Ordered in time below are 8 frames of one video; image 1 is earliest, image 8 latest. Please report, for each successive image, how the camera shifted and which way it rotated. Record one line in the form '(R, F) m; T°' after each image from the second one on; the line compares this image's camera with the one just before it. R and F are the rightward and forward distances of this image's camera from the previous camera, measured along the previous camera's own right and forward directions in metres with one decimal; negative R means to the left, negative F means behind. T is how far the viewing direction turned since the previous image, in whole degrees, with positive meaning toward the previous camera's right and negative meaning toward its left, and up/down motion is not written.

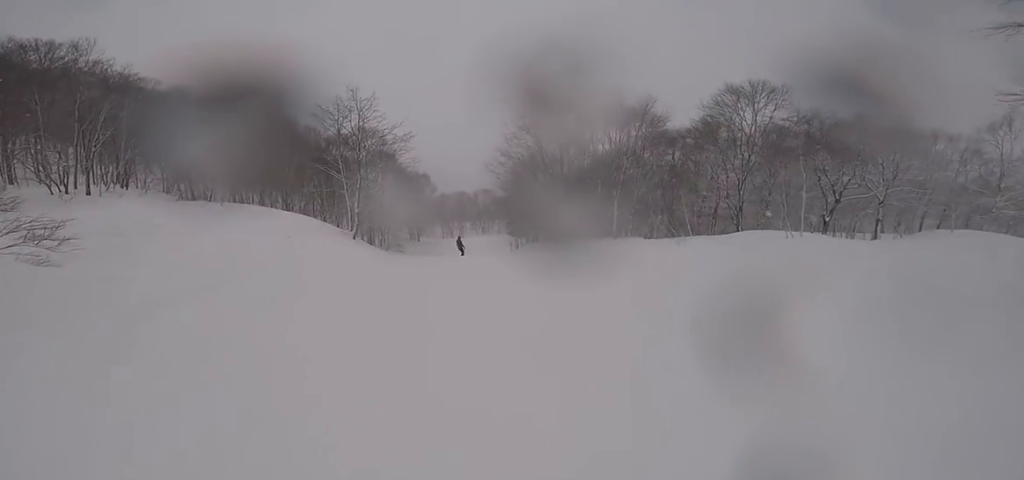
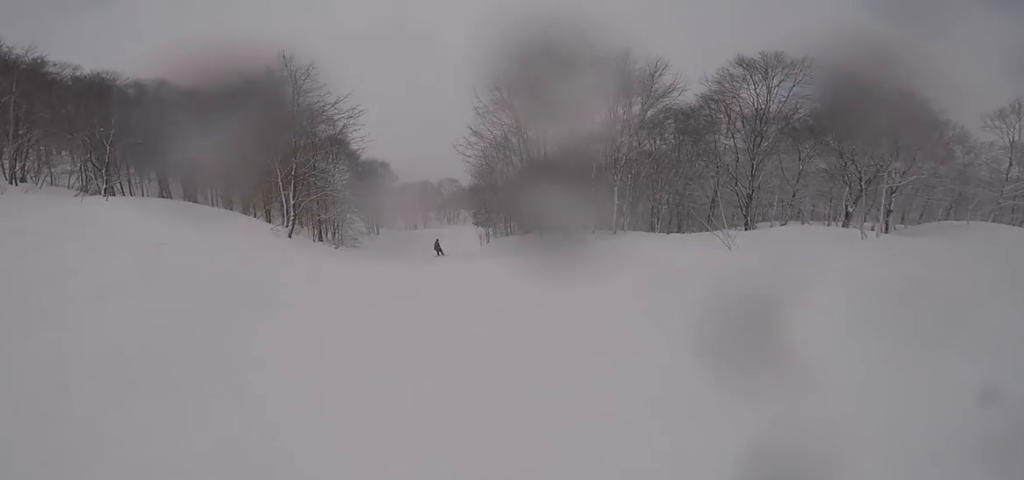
(+0.1, +5.3) m; +7°
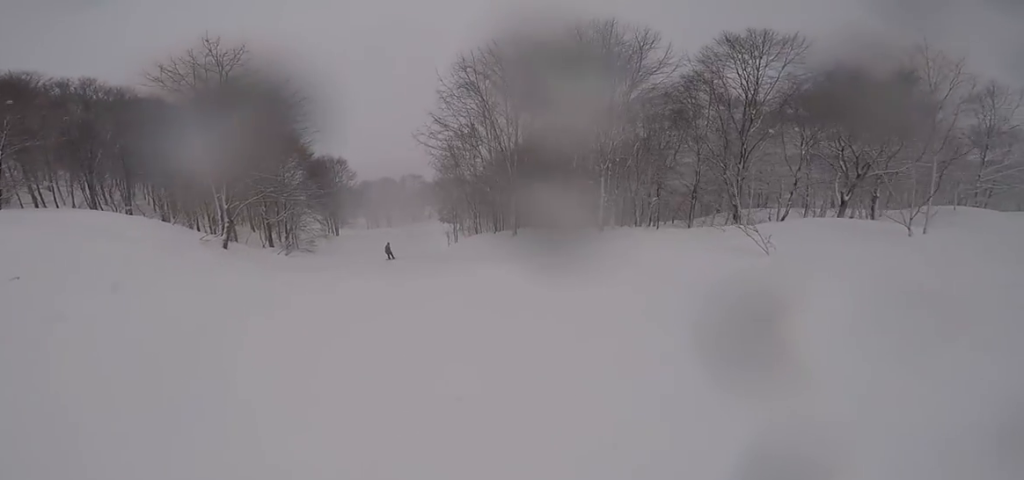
(+0.3, +2.7) m; +1°
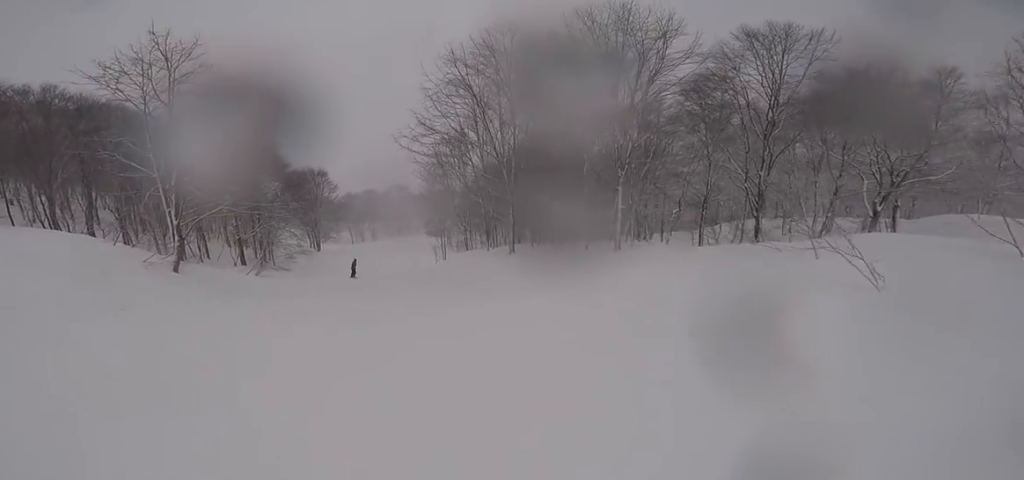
(+0.3, +2.6) m; -2°
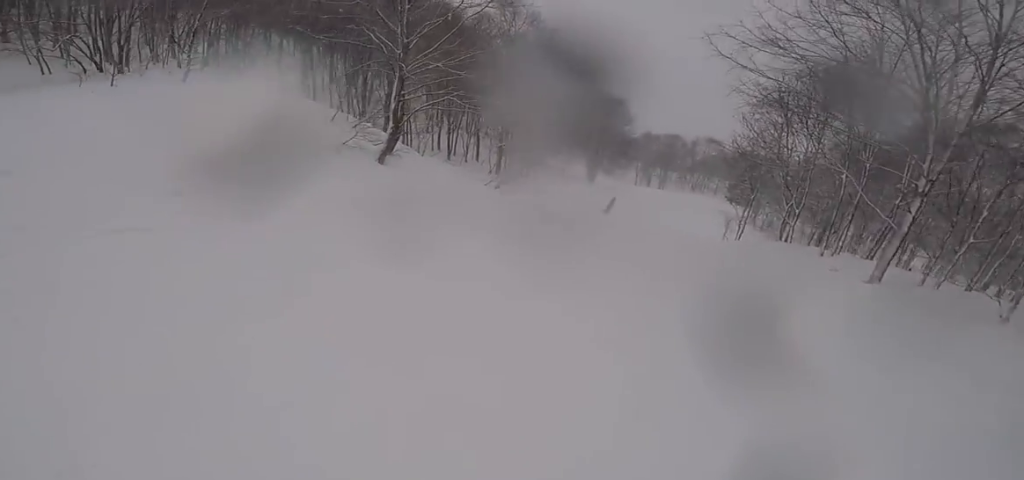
(-1.1, +5.1) m; -24°
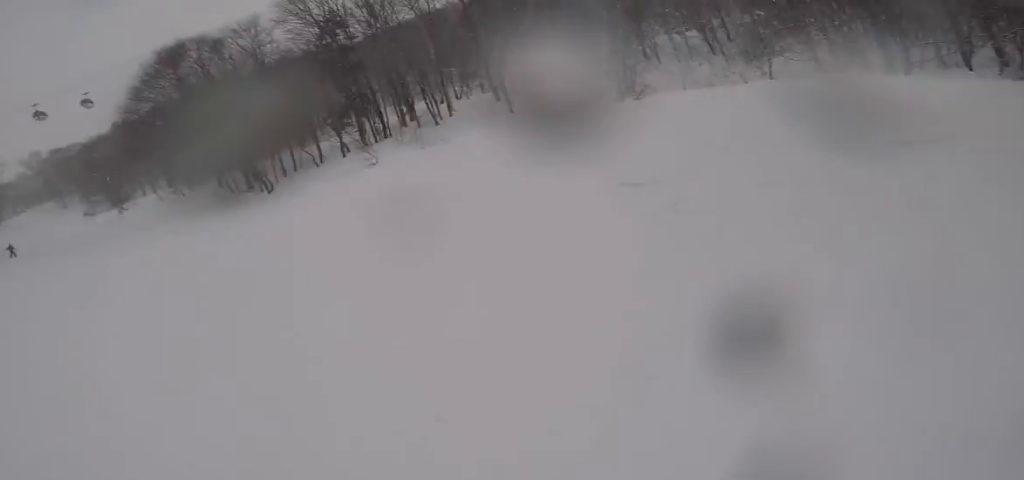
(-0.8, +4.6) m; +2°
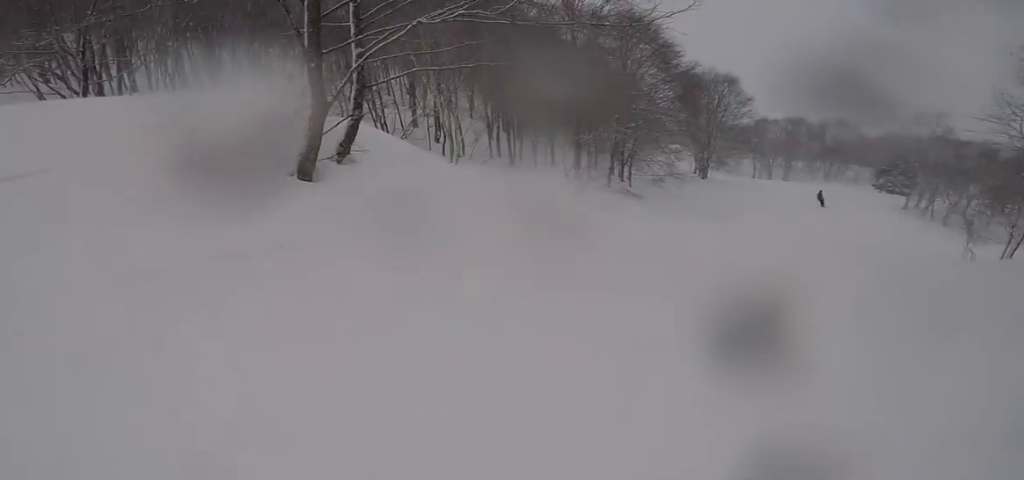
(+0.6, +4.0) m; +15°
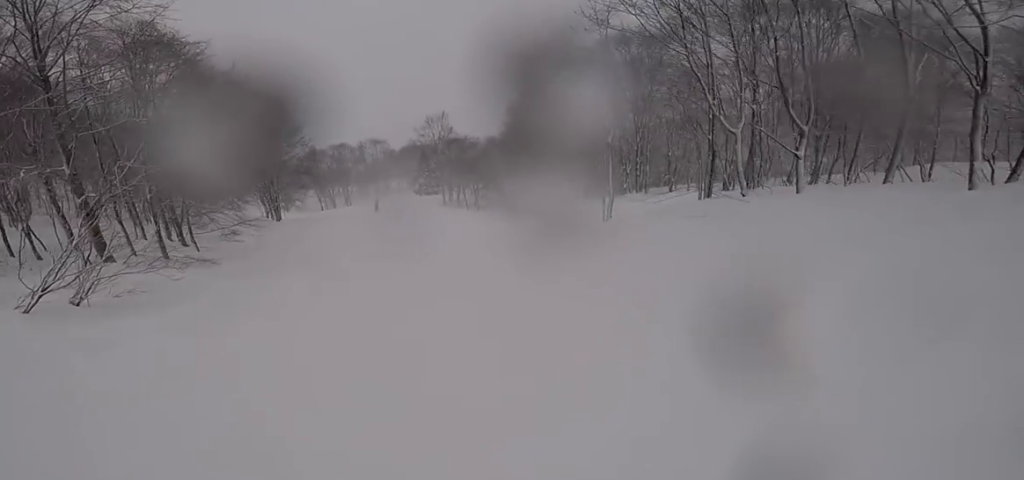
(+2.2, +8.9) m; +13°
